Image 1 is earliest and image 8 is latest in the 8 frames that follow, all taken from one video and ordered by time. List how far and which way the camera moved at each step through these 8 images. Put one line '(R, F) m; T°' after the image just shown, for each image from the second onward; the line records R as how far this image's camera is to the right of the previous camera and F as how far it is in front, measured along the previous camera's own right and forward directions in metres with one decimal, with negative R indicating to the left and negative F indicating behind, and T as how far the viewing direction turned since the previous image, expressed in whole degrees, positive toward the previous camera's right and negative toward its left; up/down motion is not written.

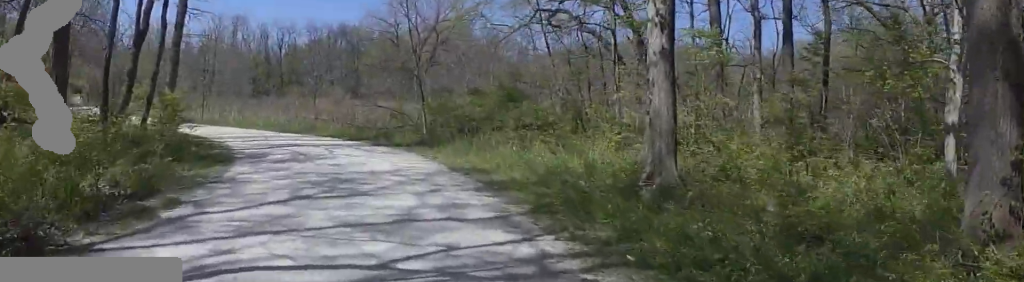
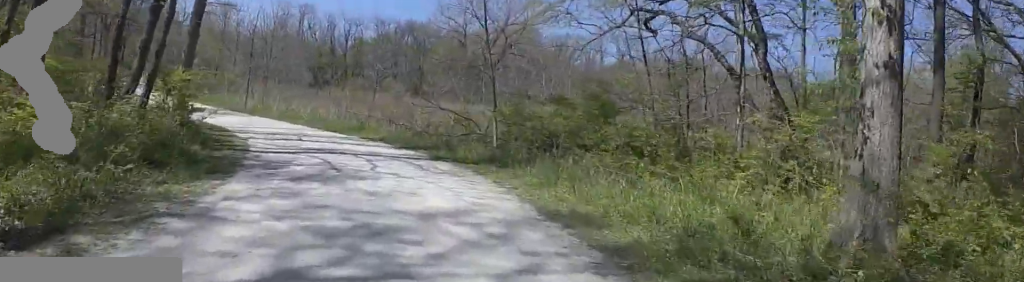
(+0.2, +3.1) m; -4°
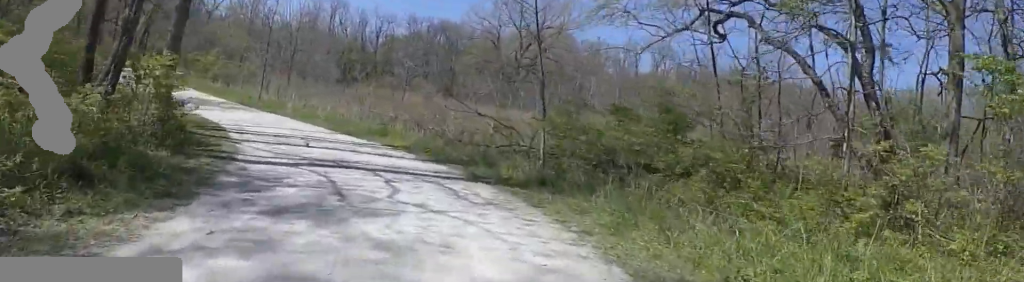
(-0.2, +2.3) m; -10°
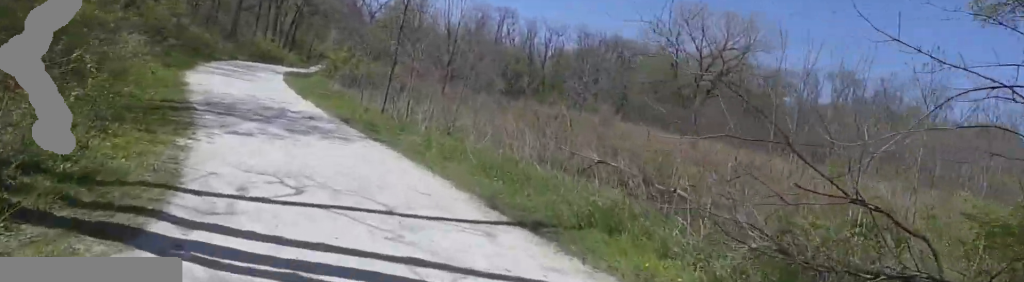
(-2.4, +7.5) m; -28°
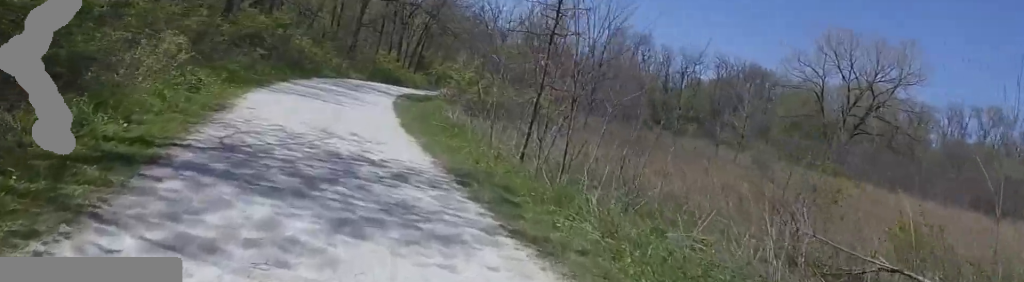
(-0.1, +4.9) m; 0°
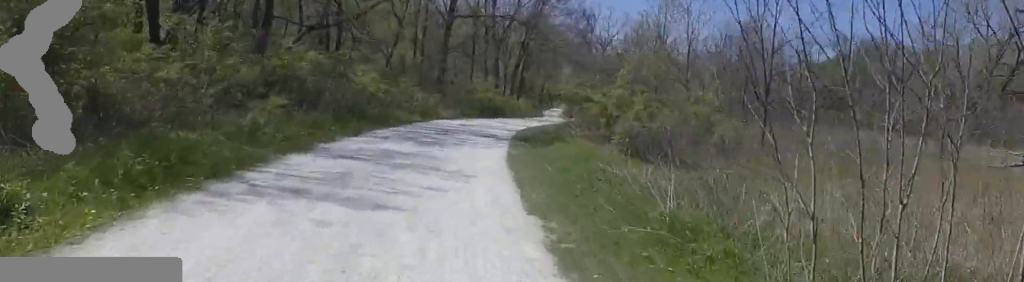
(+0.4, +7.9) m; +10°
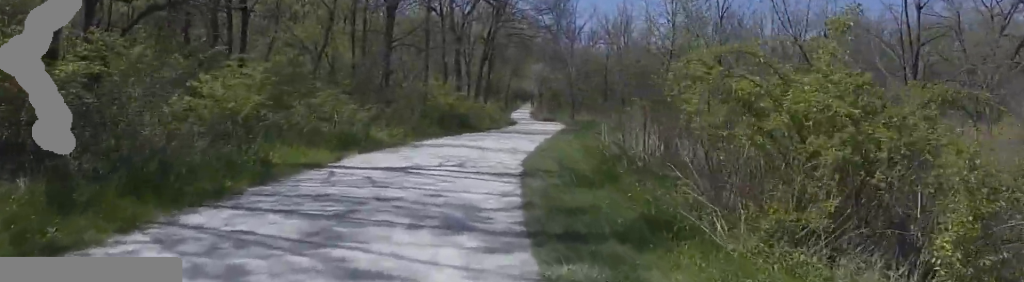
(+0.1, +9.5) m; 0°
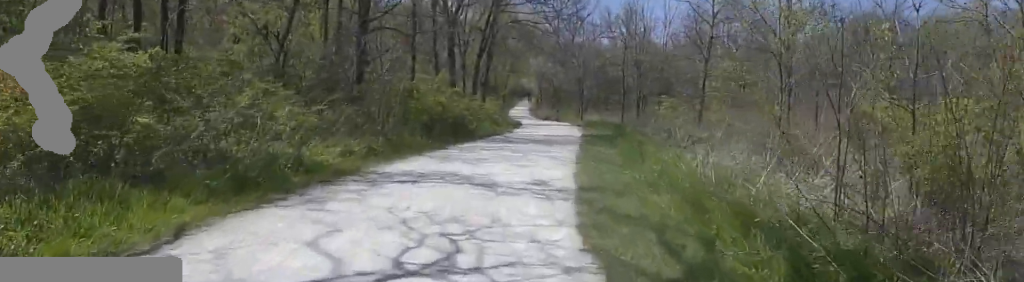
(+0.4, +5.7) m; +6°
